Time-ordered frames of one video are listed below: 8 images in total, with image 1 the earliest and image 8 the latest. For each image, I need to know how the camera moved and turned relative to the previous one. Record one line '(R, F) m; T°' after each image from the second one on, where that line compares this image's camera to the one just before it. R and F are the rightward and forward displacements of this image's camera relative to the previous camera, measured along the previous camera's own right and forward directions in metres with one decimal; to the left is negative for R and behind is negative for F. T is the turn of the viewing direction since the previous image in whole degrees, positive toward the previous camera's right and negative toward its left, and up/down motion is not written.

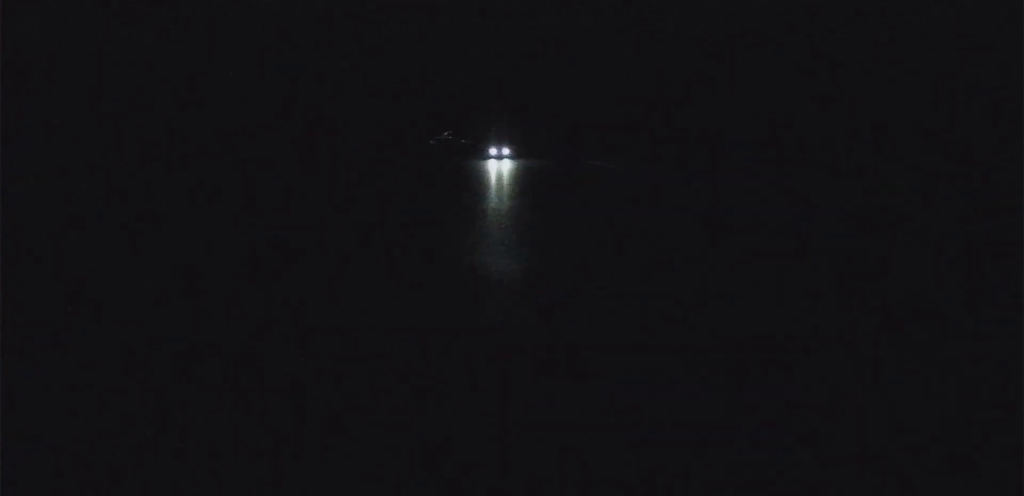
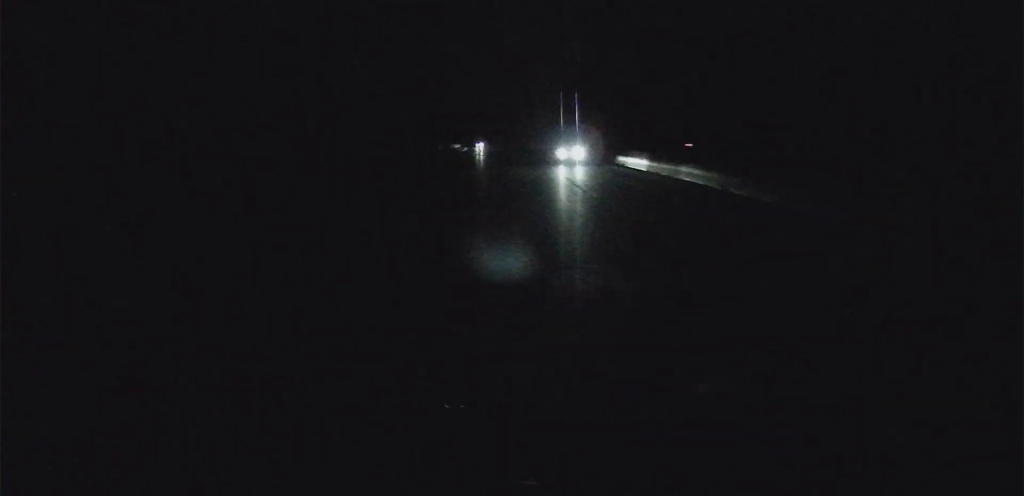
(+11.5, +271.7) m; -4°
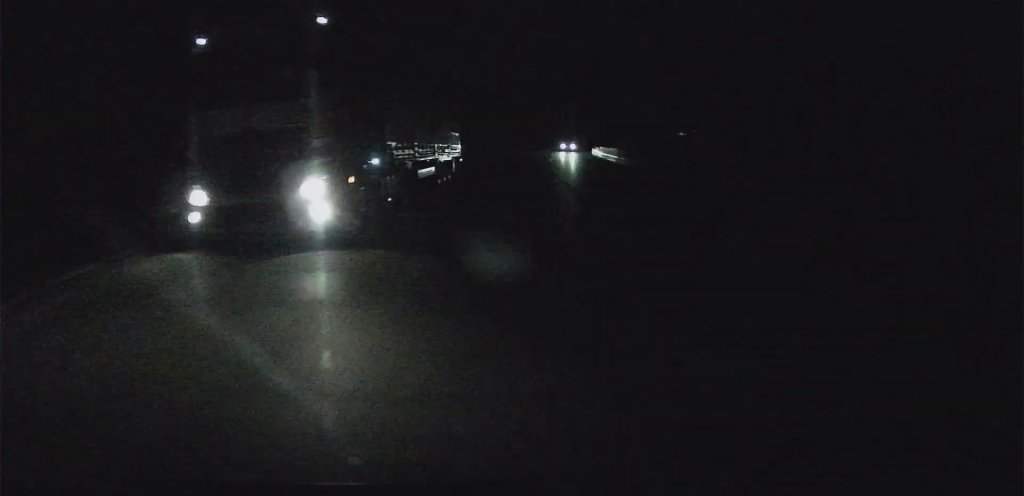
(-57.5, +395.6) m; -10°
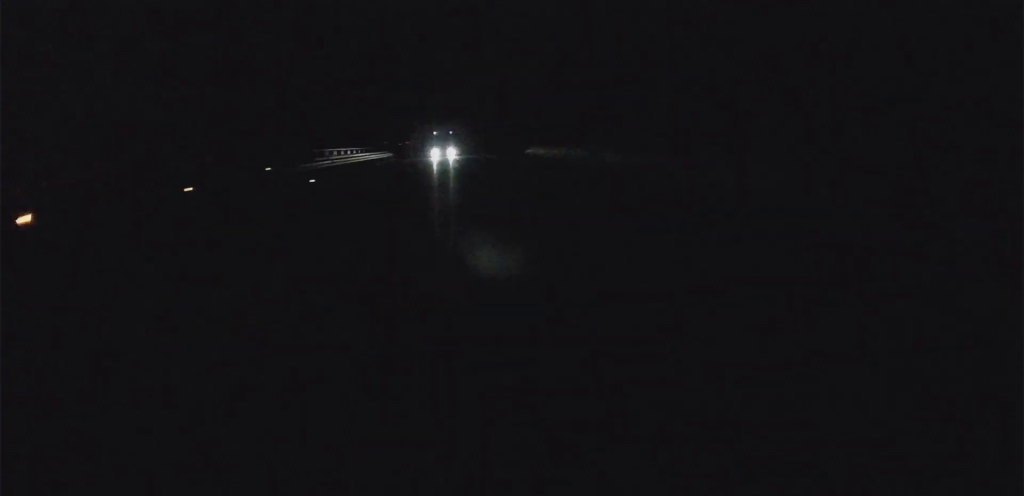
(+35.2, +408.0) m; +8°
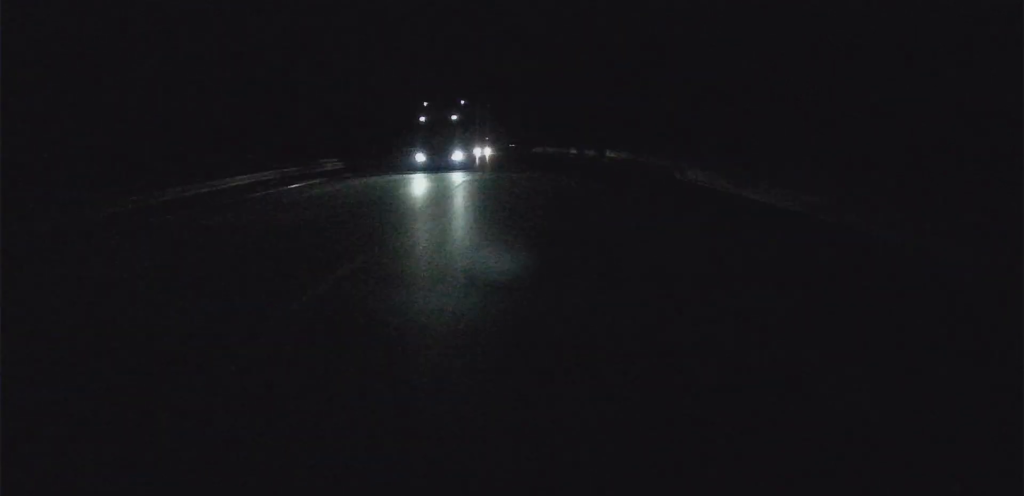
(+24.3, +230.1) m; -7°
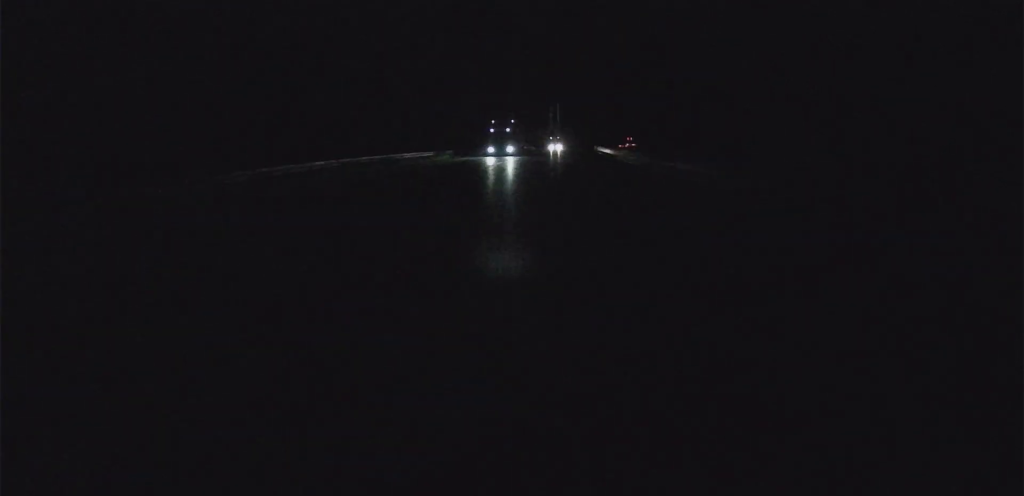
(-22.1, +238.4) m; -5°
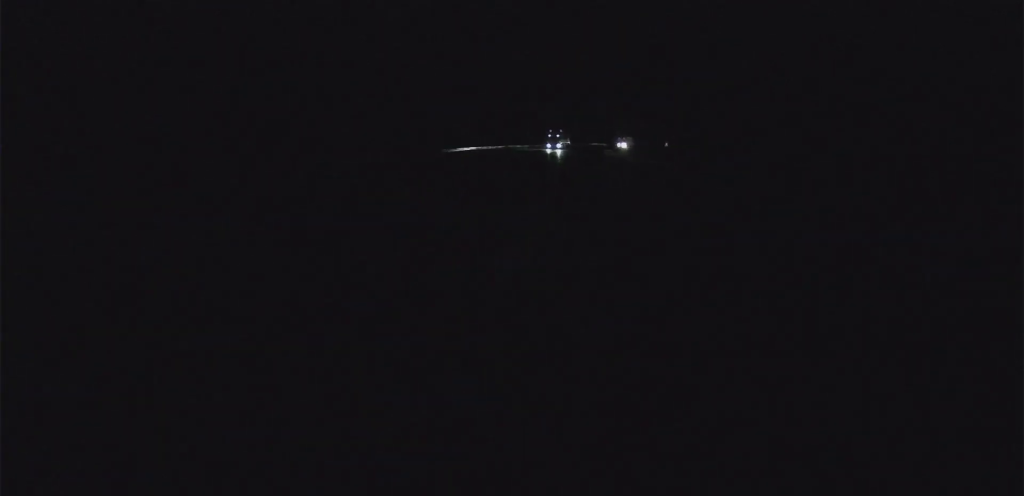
(-46.9, +383.2) m; -2°
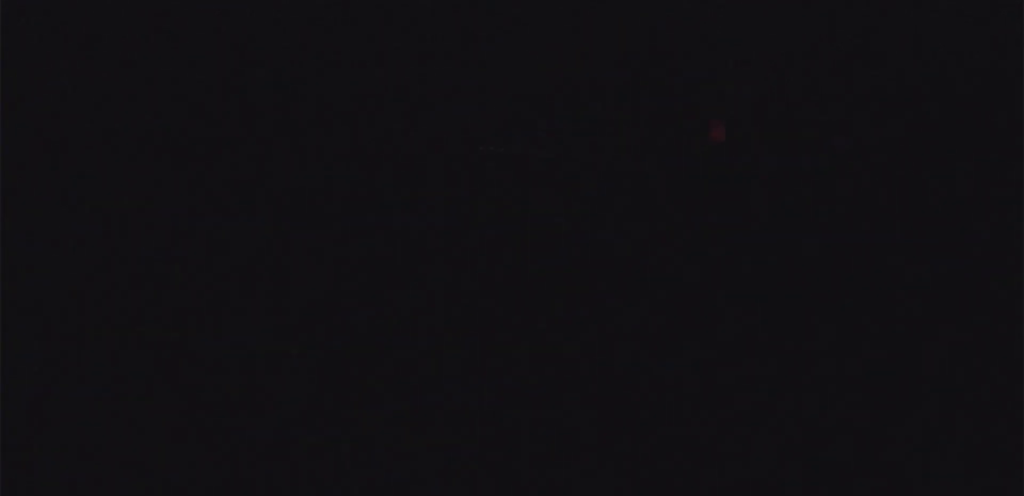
(+97.5, +460.4) m; +23°
